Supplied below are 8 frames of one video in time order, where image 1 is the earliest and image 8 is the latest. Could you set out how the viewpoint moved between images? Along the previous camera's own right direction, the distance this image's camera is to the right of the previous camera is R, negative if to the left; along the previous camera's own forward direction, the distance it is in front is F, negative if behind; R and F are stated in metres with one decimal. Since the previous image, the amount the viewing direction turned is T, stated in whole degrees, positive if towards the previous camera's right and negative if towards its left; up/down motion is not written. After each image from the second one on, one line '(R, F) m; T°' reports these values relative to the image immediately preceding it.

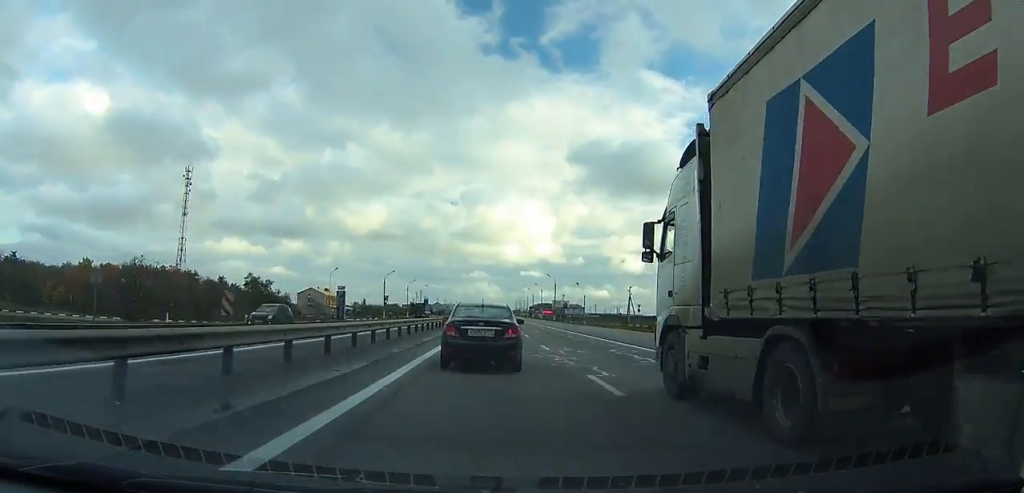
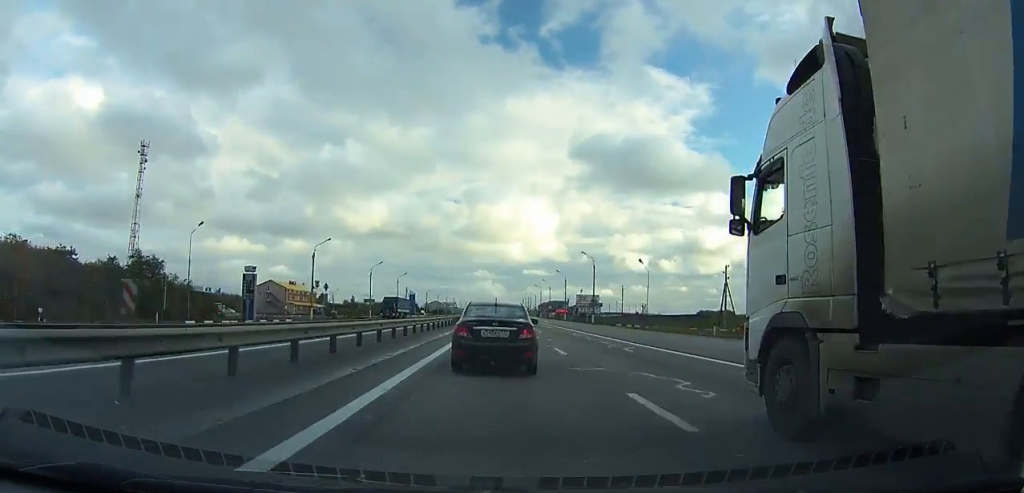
(-0.1, +50.7) m; 0°
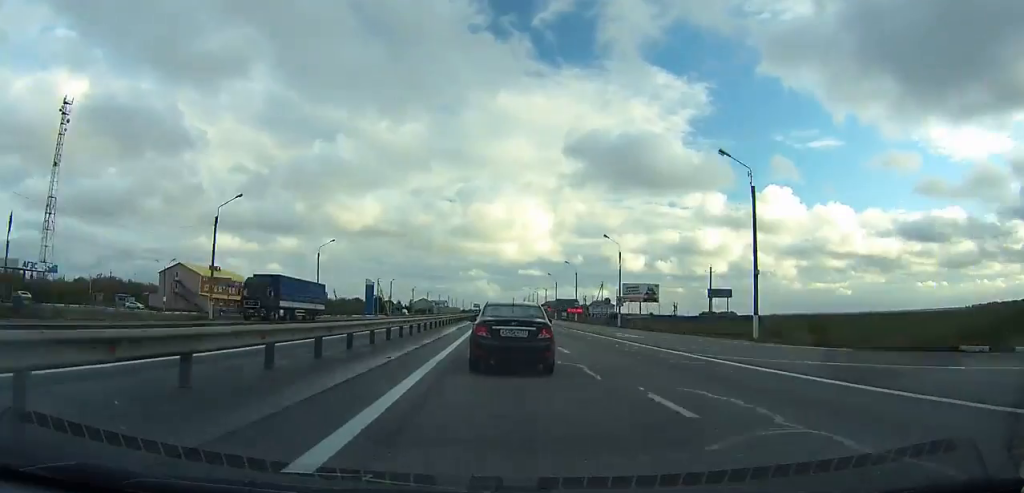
(-0.2, +58.9) m; 0°
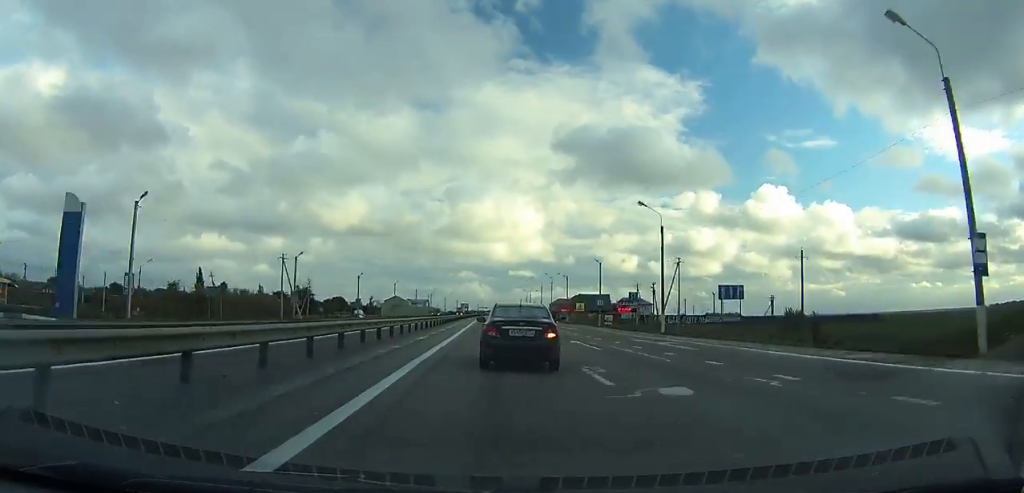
(+0.2, +91.5) m; 0°
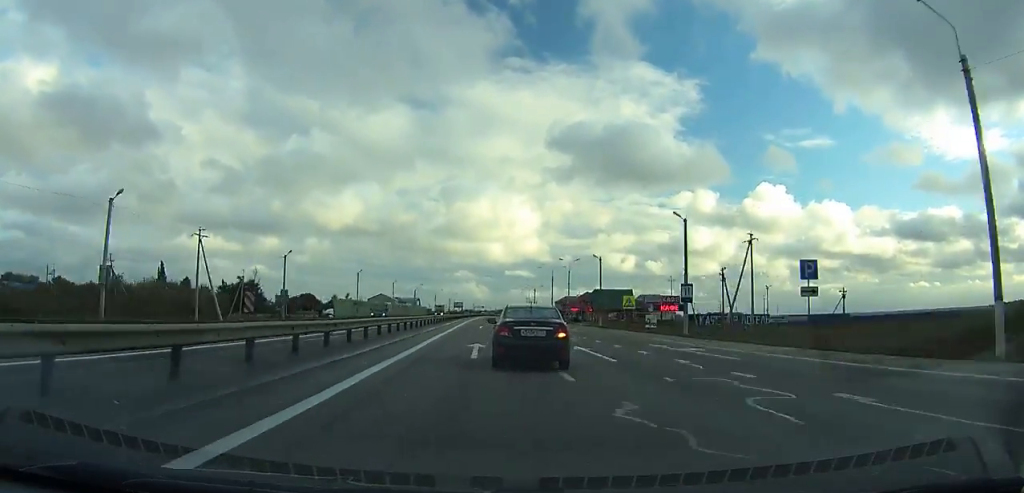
(+0.1, +34.9) m; 0°
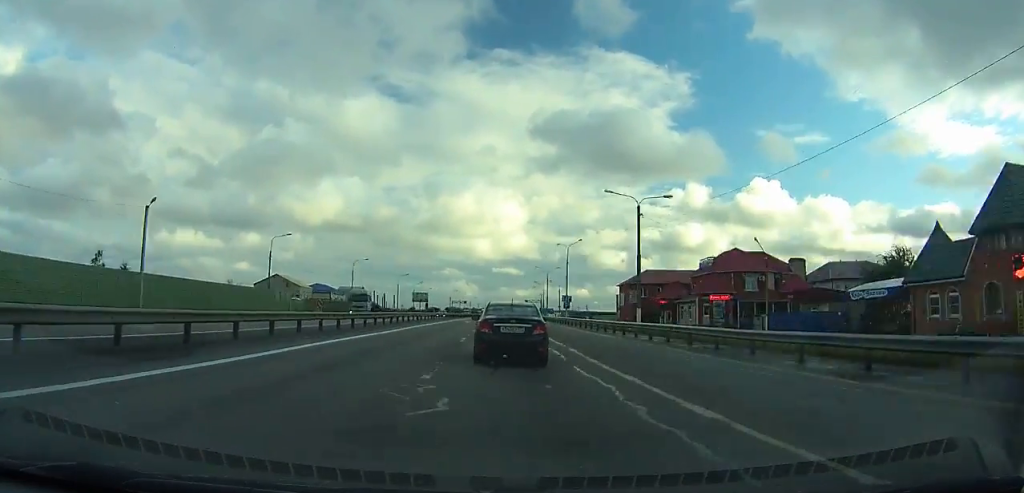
(+1.8, +132.4) m; +1°
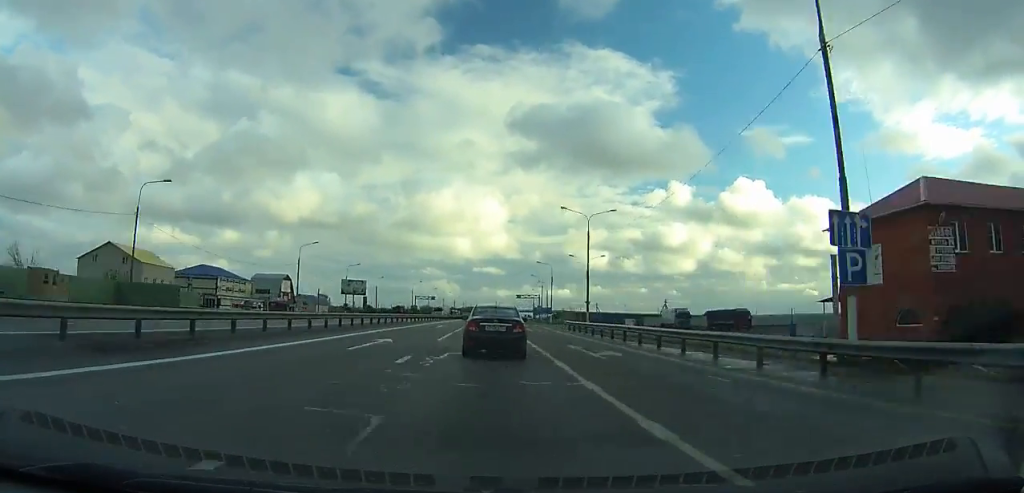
(+0.4, +70.4) m; +1°
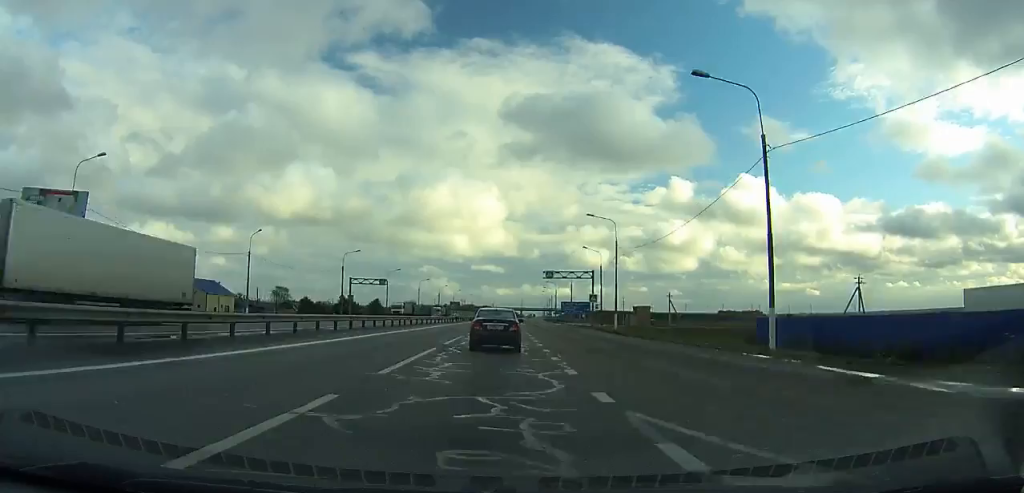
(+0.6, +85.8) m; +1°
